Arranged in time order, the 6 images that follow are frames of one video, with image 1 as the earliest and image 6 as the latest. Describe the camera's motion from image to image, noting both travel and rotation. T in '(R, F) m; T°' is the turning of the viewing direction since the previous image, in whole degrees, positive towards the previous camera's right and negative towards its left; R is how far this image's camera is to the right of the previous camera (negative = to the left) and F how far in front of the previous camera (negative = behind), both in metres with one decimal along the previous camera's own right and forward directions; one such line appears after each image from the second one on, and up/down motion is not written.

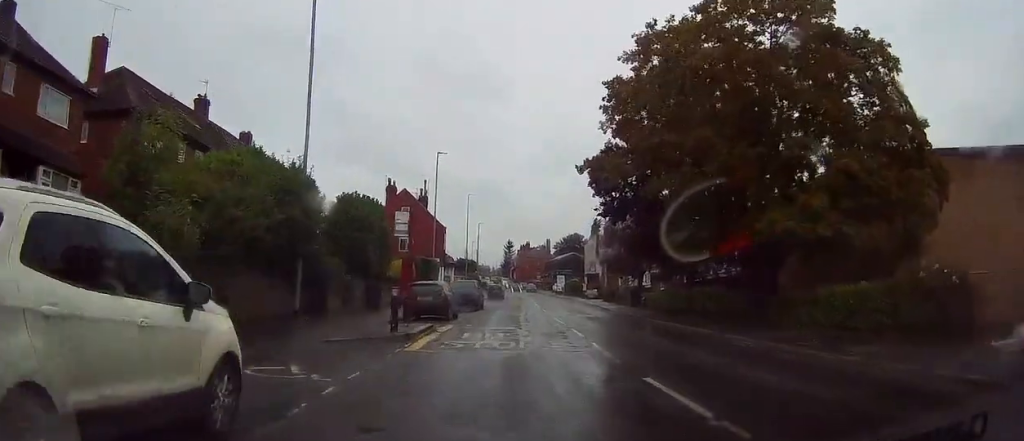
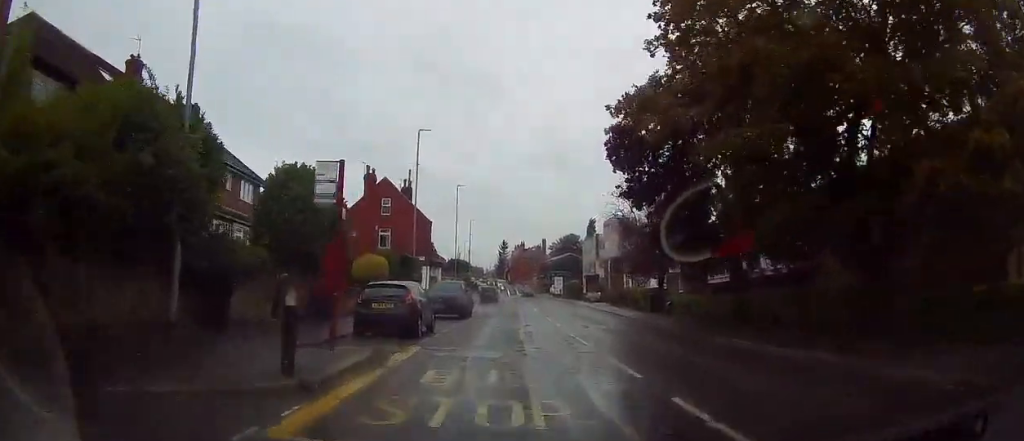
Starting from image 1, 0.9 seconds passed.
(+0.3, +7.6) m; +2°
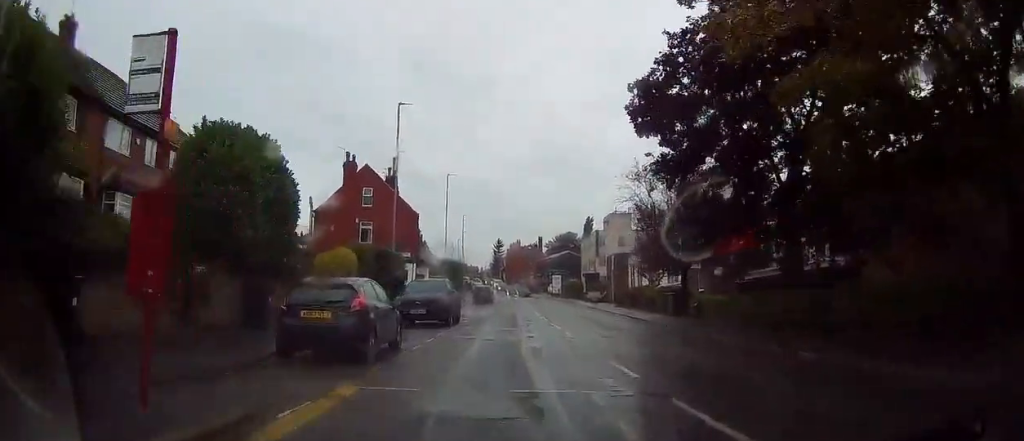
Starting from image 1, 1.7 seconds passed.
(-0.2, +6.0) m; +1°
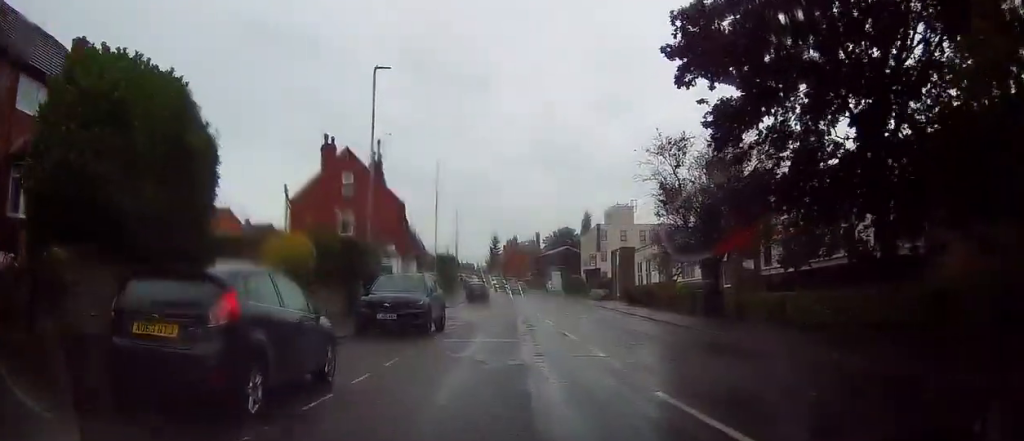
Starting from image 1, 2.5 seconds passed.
(+0.4, +5.8) m; -1°
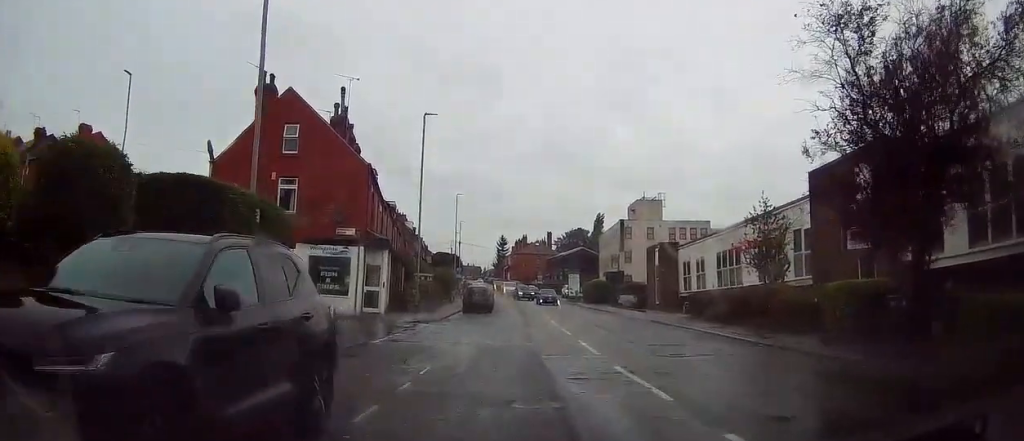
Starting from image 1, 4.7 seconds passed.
(-0.1, +14.6) m; +1°
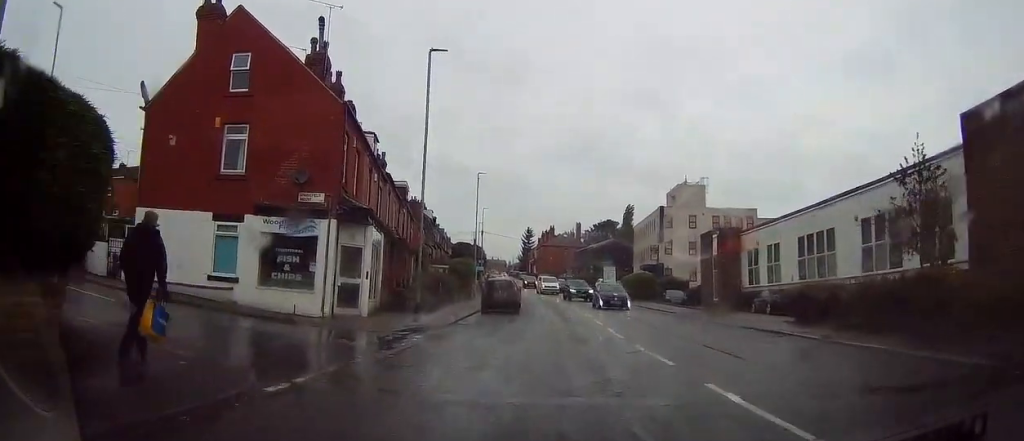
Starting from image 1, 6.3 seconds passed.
(-1.0, +9.3) m; -5°
